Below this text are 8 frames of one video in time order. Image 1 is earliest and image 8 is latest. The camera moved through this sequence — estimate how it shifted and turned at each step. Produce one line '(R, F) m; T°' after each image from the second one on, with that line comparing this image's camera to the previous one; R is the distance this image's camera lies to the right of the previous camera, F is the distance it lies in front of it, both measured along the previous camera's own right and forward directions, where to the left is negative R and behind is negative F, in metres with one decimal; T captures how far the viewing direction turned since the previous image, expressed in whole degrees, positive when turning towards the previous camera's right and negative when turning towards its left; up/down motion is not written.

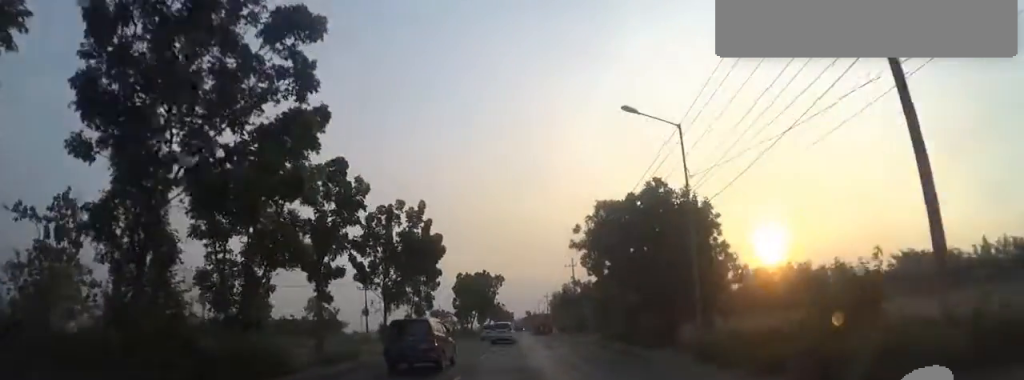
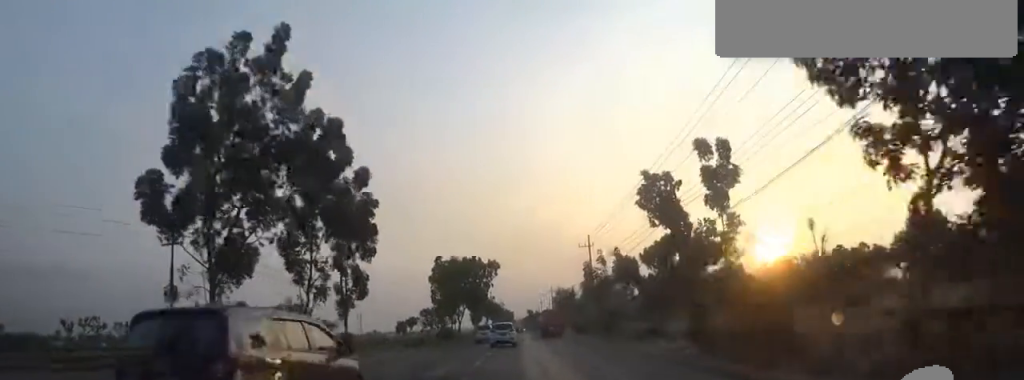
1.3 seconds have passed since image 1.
(+0.4, +18.4) m; +2°
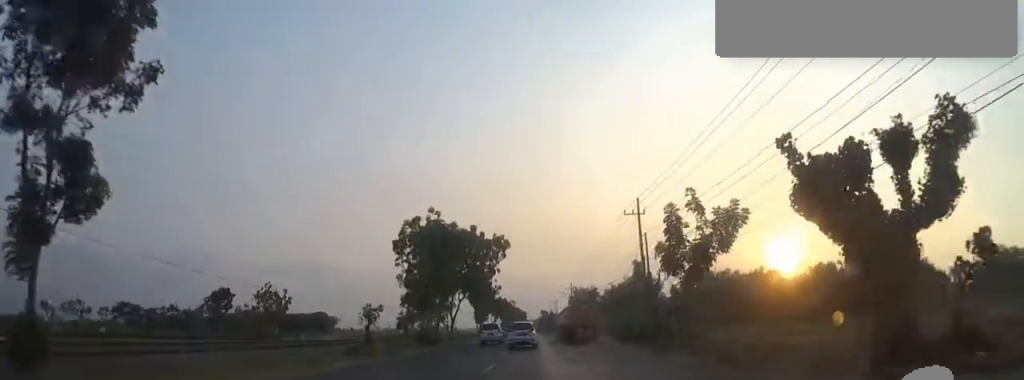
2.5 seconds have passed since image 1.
(-0.7, +17.6) m; -5°
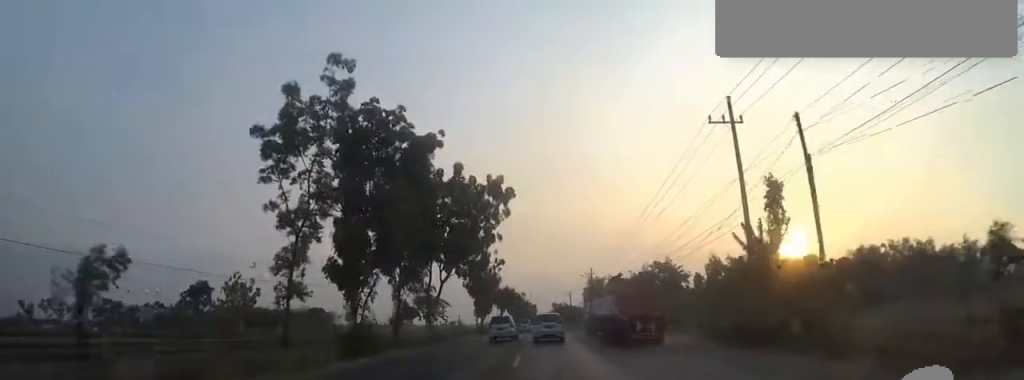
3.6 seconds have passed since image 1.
(-0.3, +16.7) m; 0°
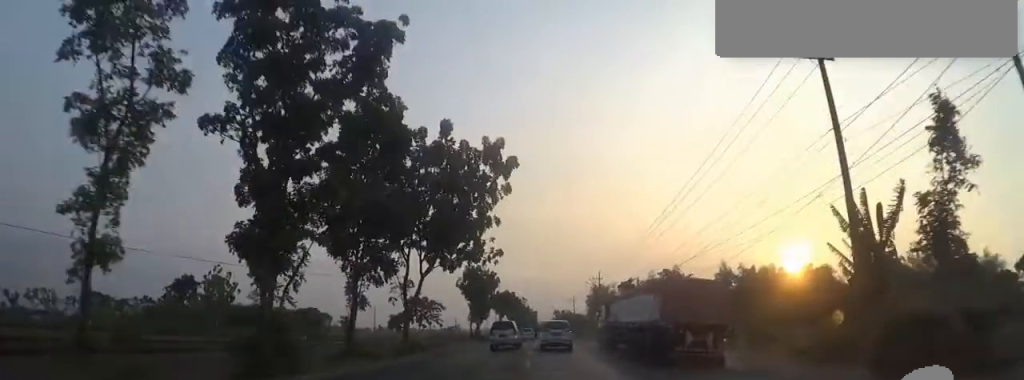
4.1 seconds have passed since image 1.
(+0.1, +7.2) m; 0°
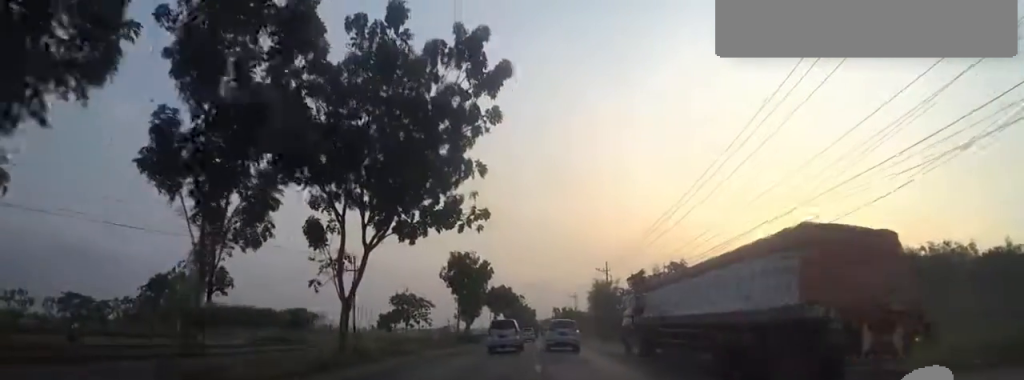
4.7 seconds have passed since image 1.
(+0.2, +9.3) m; -1°
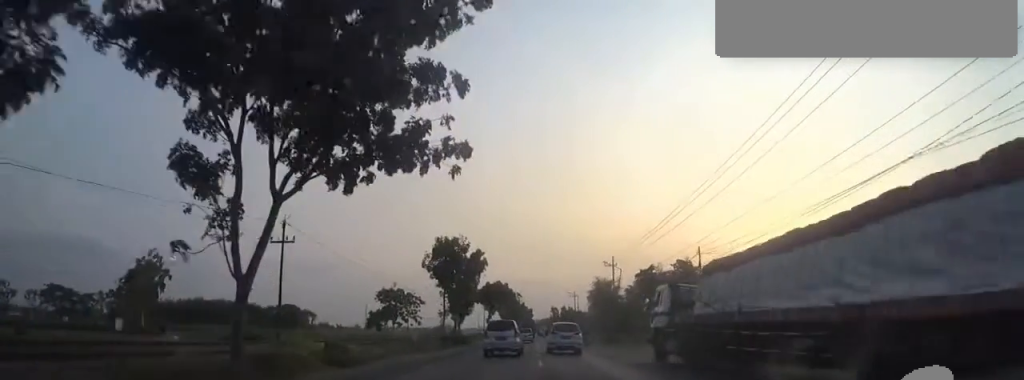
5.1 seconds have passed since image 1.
(-0.3, +6.7) m; 0°
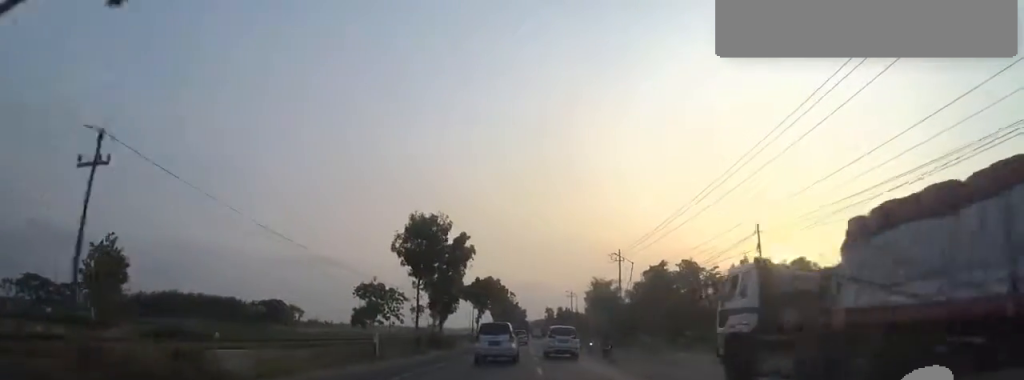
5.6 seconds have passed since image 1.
(-0.3, +7.7) m; 0°
